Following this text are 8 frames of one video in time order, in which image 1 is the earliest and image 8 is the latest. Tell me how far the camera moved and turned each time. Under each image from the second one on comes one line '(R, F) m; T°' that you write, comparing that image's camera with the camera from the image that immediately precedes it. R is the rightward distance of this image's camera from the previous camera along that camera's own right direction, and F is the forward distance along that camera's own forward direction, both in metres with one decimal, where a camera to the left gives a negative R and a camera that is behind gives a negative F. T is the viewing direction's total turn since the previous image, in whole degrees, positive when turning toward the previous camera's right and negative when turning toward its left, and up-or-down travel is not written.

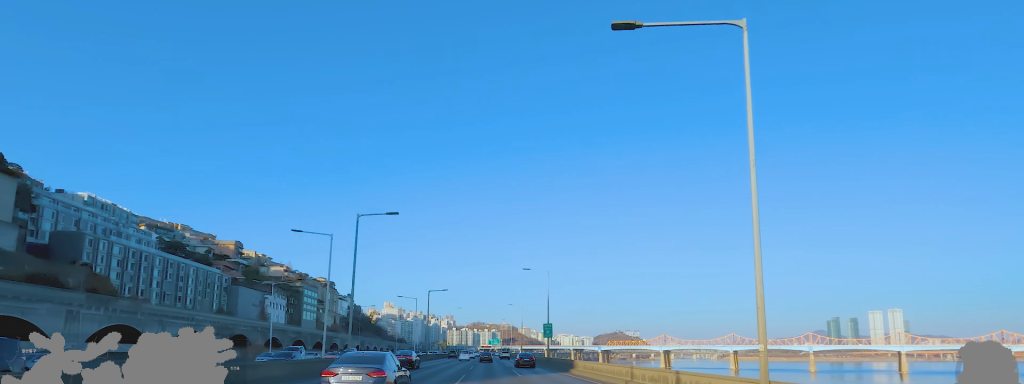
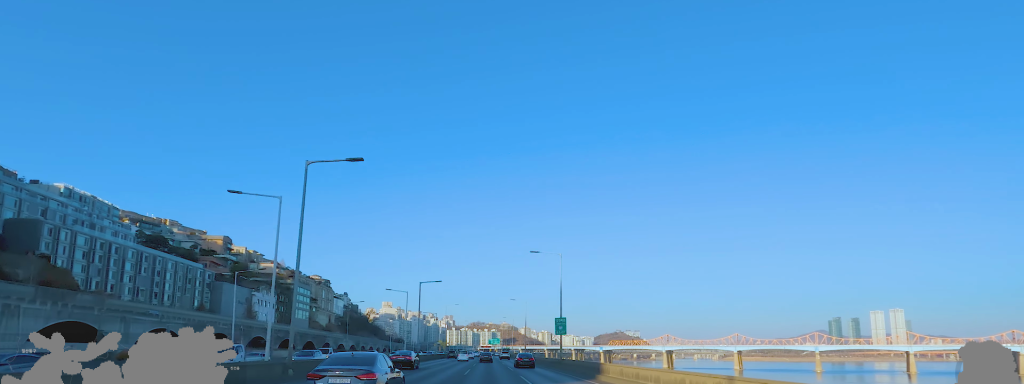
(0.0, +10.6) m; 0°
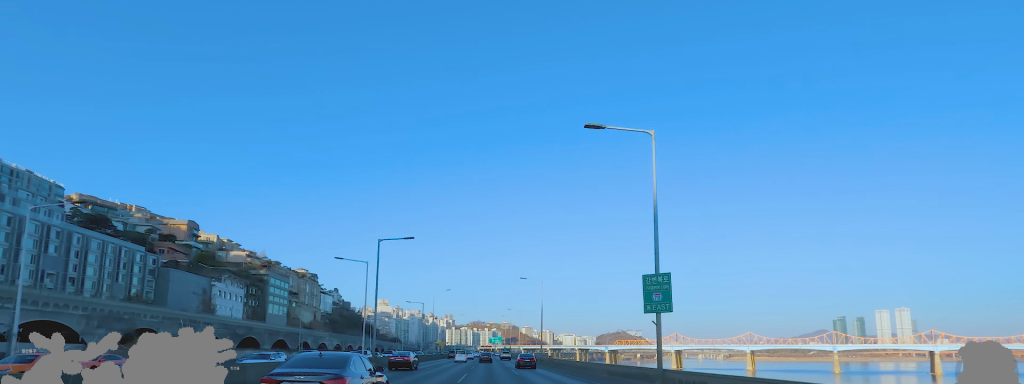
(0.0, +28.3) m; 0°
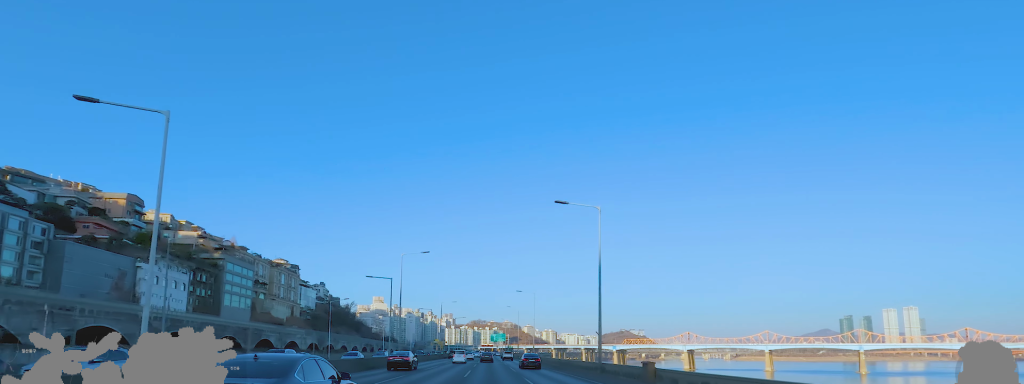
(0.0, +36.0) m; 0°
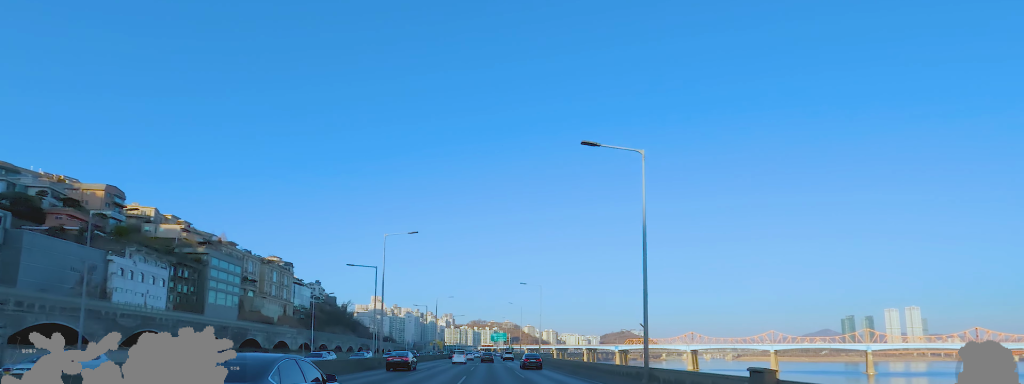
(0.0, +10.0) m; -1°
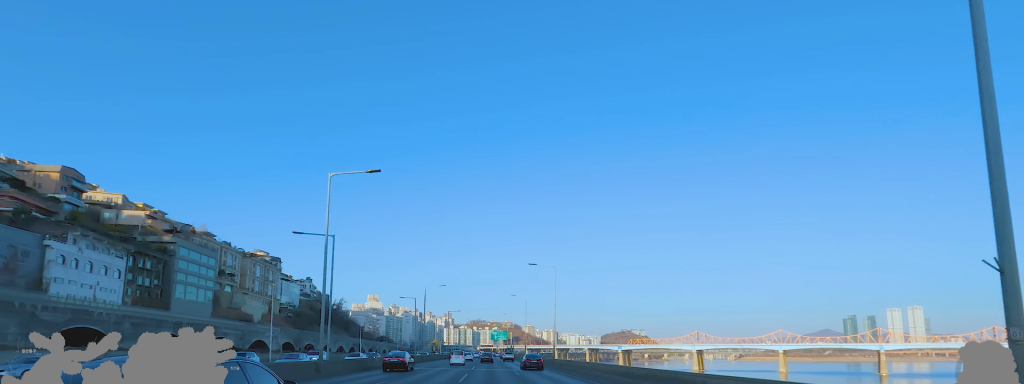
(-0.1, +17.2) m; -1°
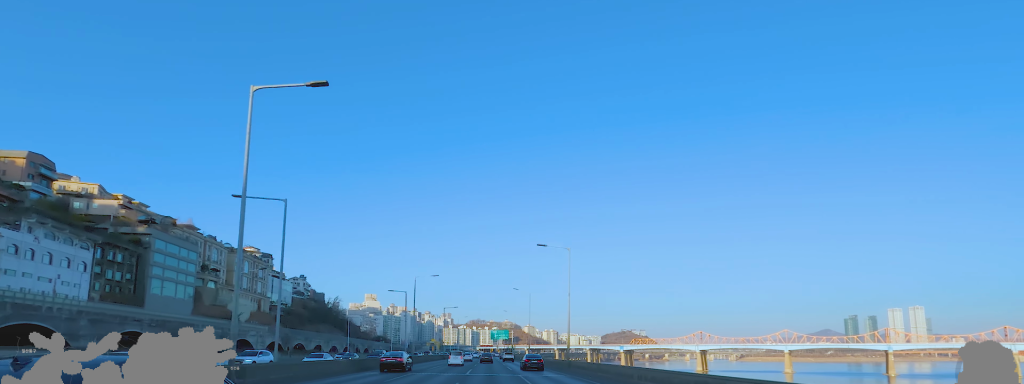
(-0.3, +10.9) m; 0°
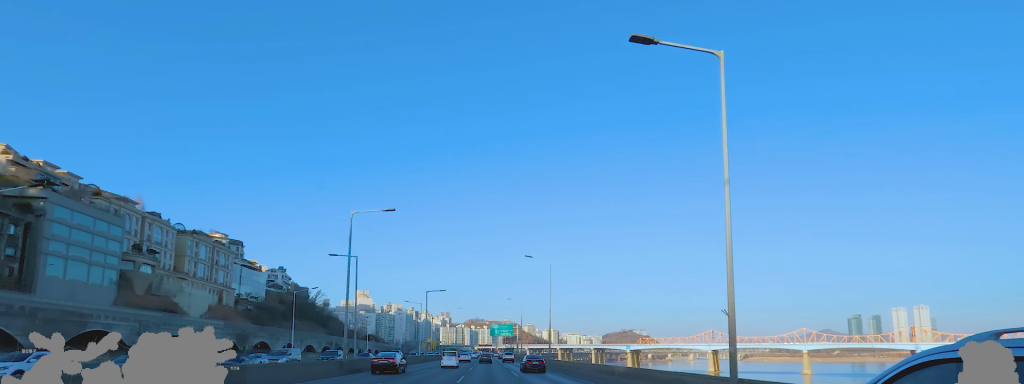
(+0.6, +32.3) m; +2°
